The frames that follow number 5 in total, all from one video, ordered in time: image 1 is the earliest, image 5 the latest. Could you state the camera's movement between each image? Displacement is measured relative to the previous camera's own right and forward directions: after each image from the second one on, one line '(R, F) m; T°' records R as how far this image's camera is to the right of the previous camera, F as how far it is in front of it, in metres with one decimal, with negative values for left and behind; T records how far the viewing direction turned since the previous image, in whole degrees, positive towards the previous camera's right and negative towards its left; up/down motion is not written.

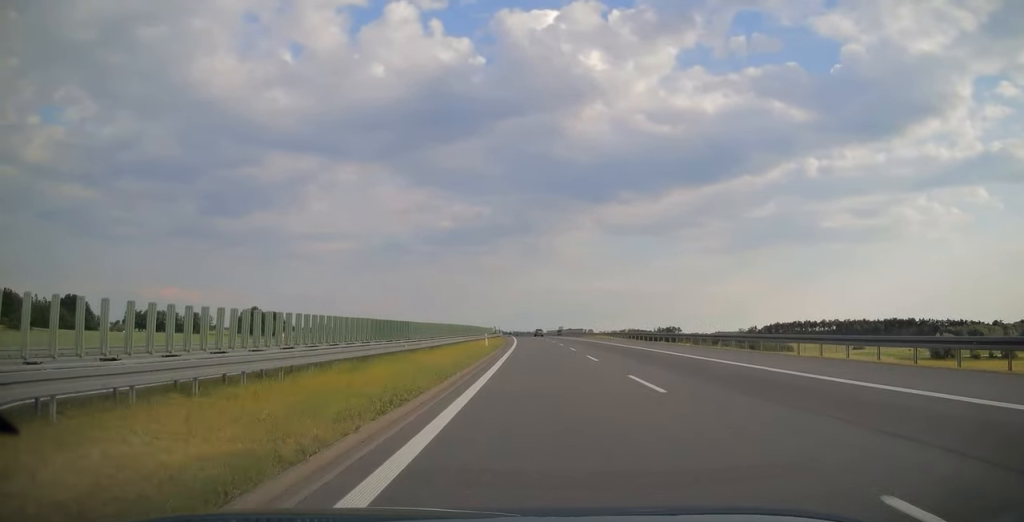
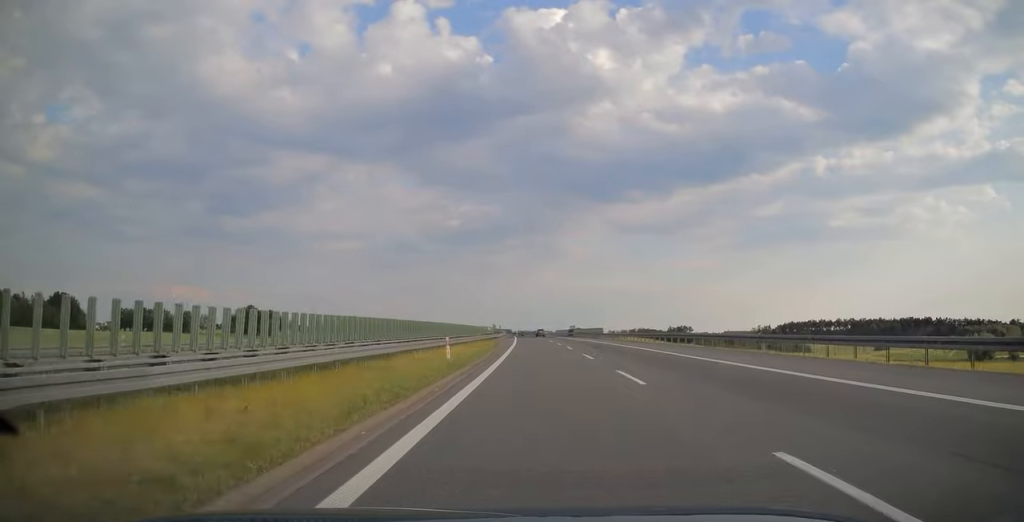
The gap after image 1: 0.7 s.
(-0.1, +22.8) m; -1°
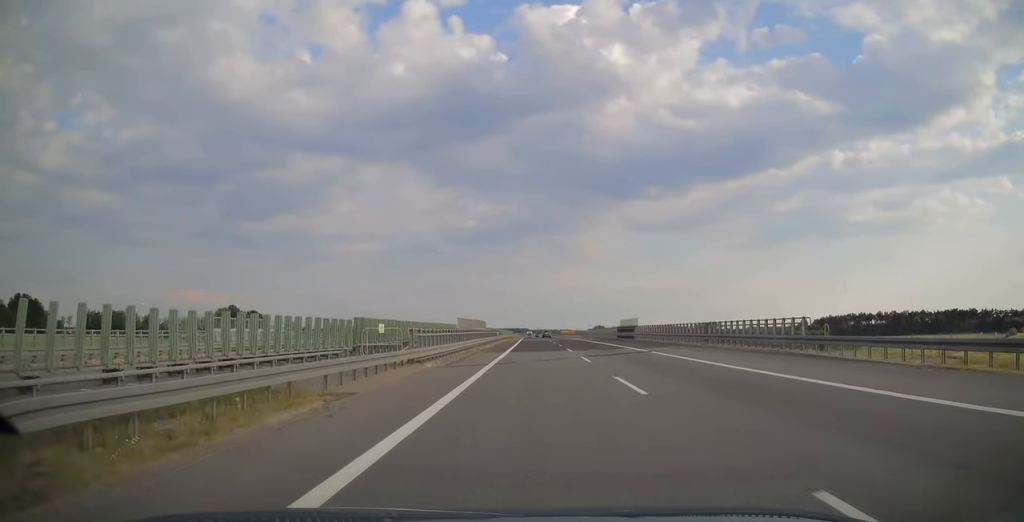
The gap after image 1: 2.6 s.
(-1.2, +62.2) m; -2°
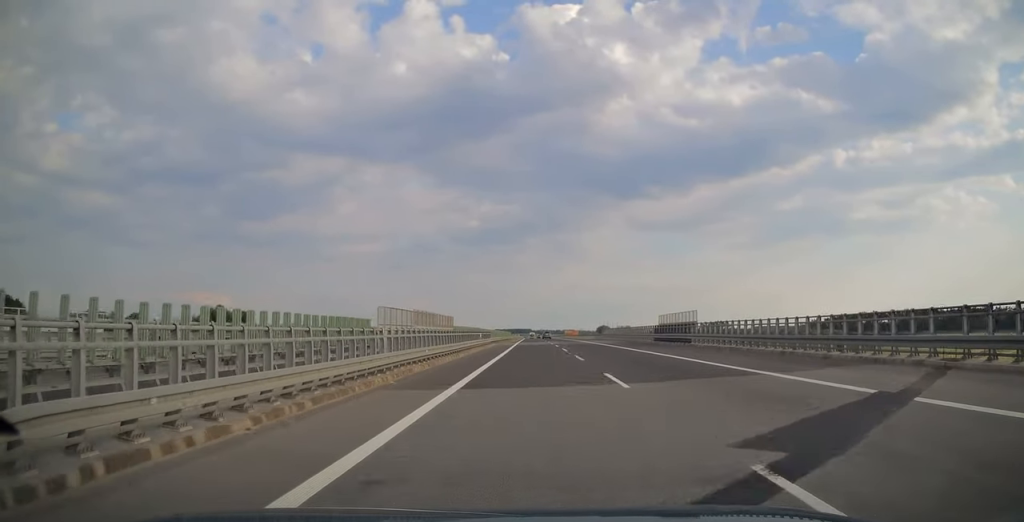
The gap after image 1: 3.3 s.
(-0.1, +23.0) m; 0°
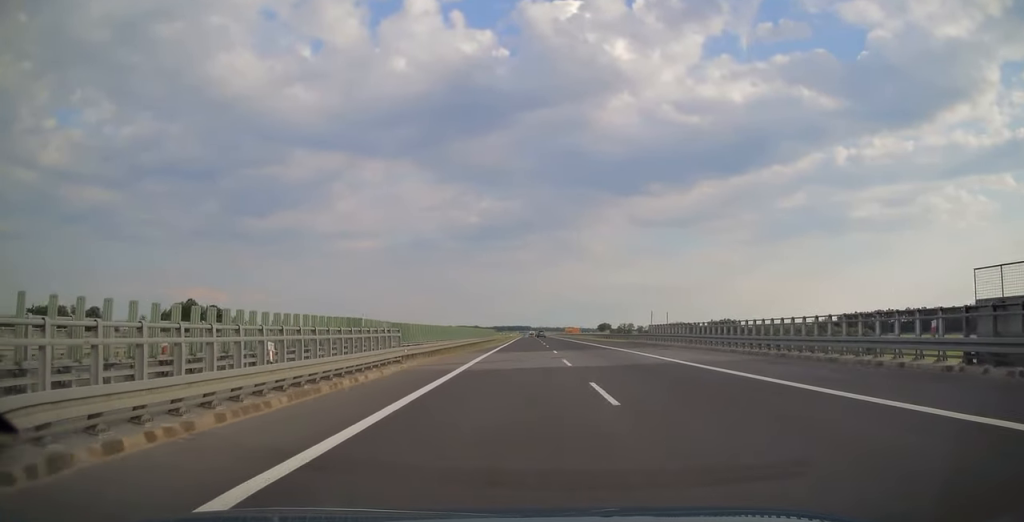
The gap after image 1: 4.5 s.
(-0.2, +39.0) m; 0°
